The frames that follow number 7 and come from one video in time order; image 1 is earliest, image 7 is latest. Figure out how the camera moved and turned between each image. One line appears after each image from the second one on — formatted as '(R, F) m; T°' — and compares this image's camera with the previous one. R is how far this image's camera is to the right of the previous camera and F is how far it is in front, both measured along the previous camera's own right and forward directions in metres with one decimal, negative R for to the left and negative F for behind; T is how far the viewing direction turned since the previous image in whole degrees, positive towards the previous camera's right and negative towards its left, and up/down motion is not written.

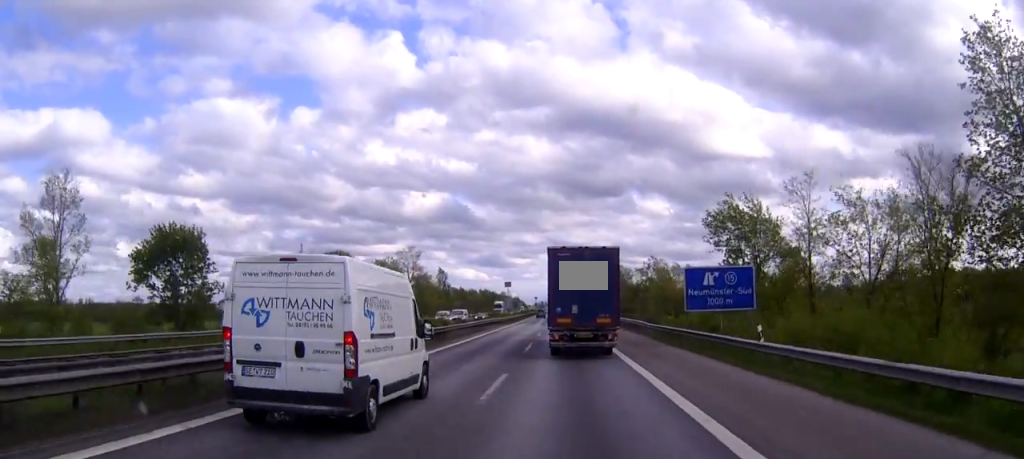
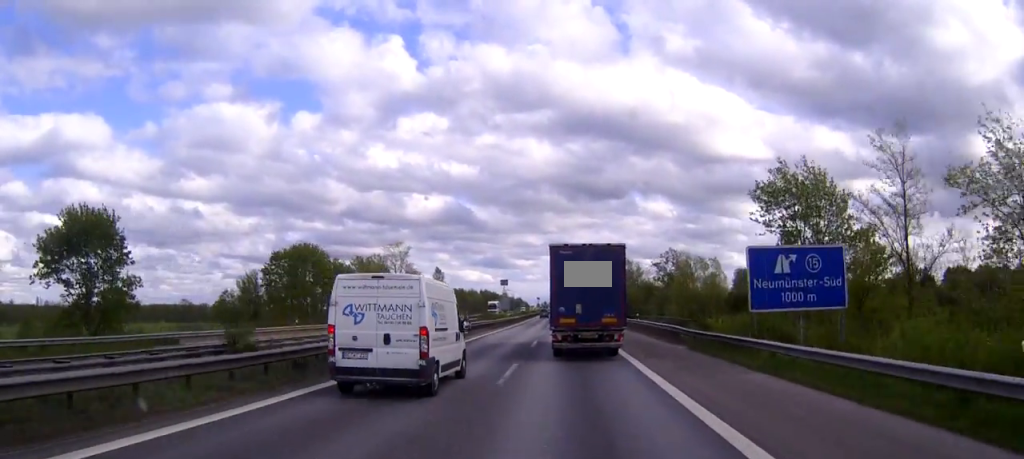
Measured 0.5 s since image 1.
(-0.1, +14.1) m; 0°
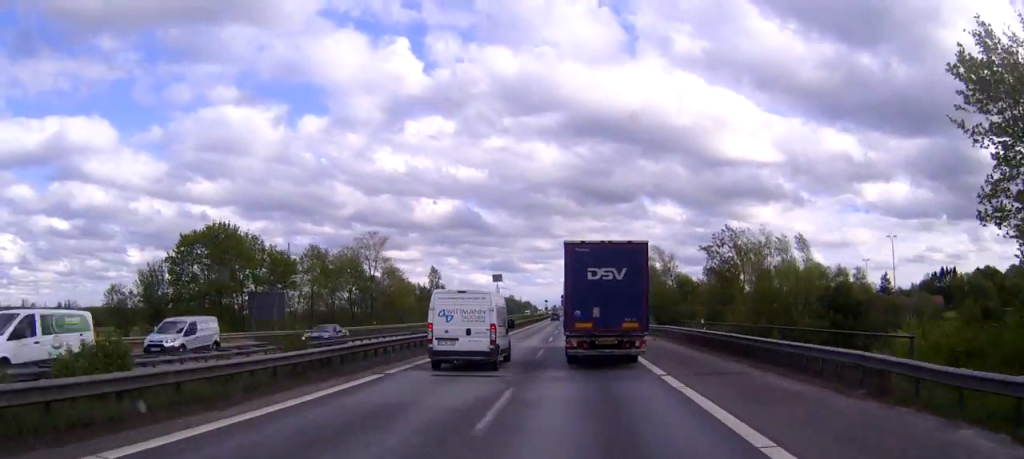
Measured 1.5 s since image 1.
(0.0, +24.9) m; 0°
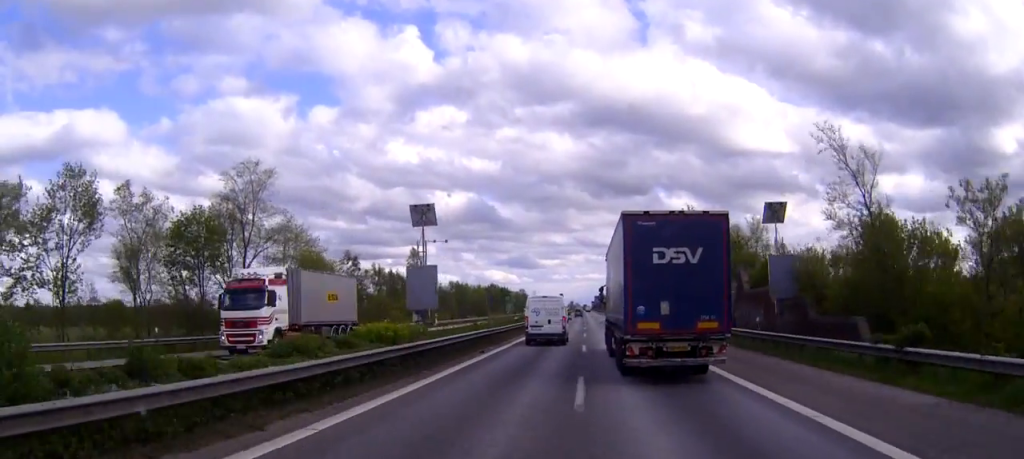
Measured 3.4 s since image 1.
(-0.6, +50.9) m; -1°
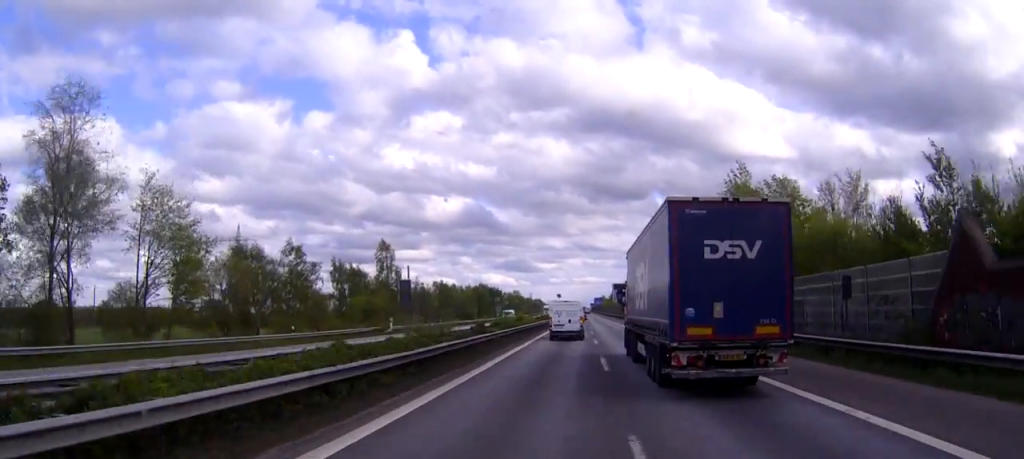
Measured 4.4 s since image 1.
(-0.1, +26.9) m; 0°
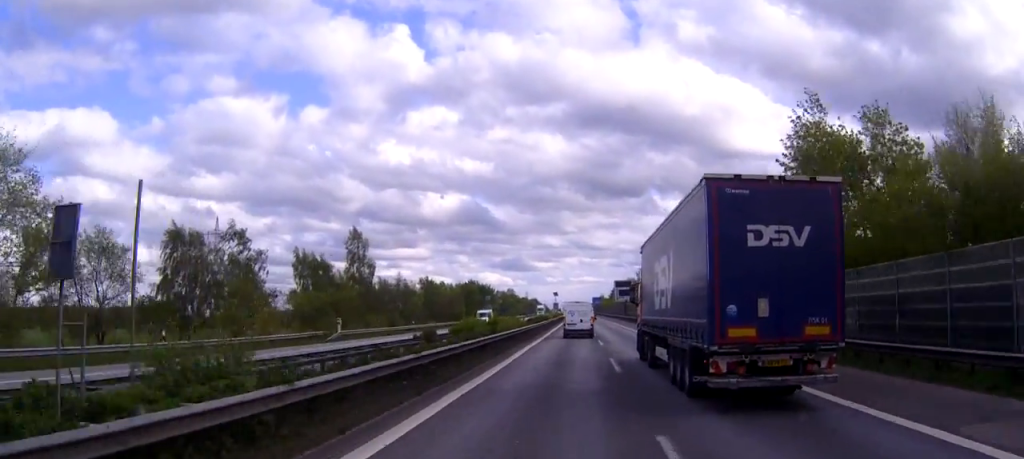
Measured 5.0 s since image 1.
(0.0, +18.0) m; 0°
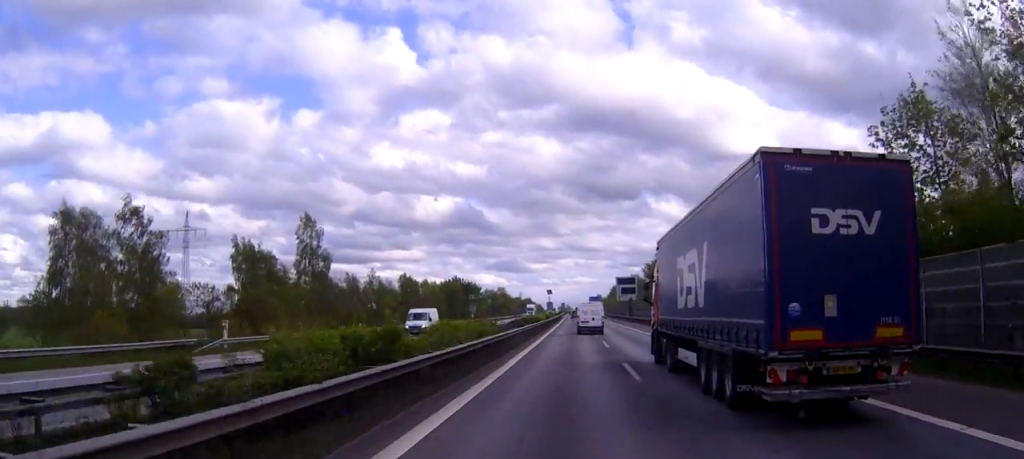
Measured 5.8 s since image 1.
(0.0, +21.7) m; 0°
